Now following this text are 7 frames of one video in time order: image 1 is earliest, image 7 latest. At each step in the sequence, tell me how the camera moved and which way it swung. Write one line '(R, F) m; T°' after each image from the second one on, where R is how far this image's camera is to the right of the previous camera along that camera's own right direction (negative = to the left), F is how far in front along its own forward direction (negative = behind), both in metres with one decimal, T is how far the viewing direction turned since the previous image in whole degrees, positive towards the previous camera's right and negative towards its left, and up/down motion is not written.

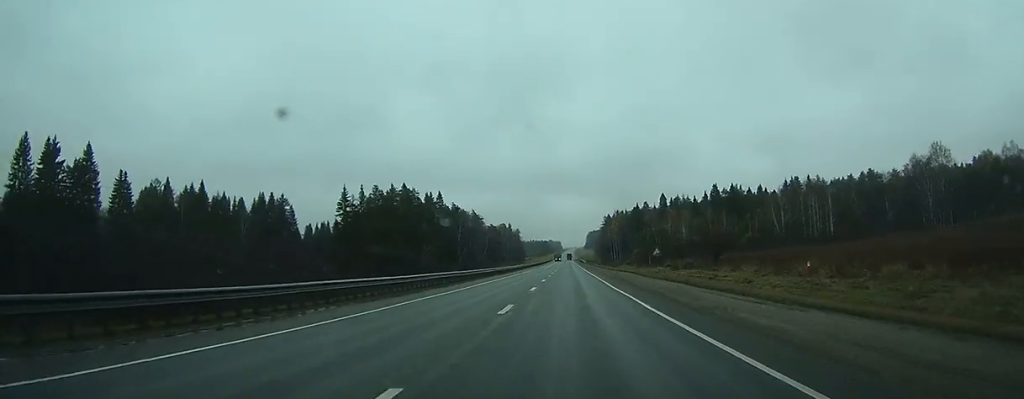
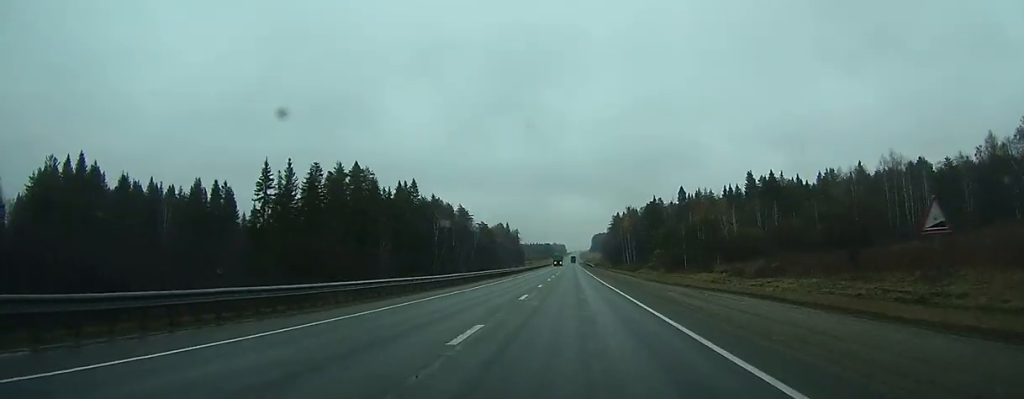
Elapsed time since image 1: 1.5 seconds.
(-0.2, +43.7) m; 0°
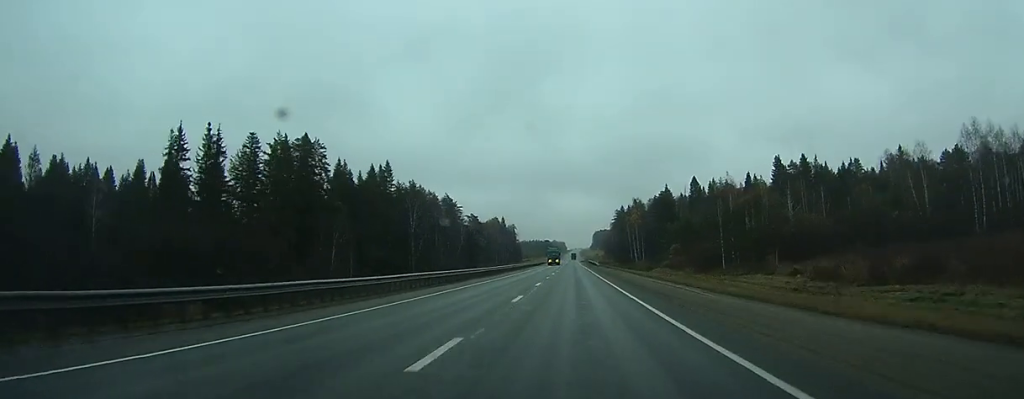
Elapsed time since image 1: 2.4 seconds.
(-0.1, +27.2) m; 0°
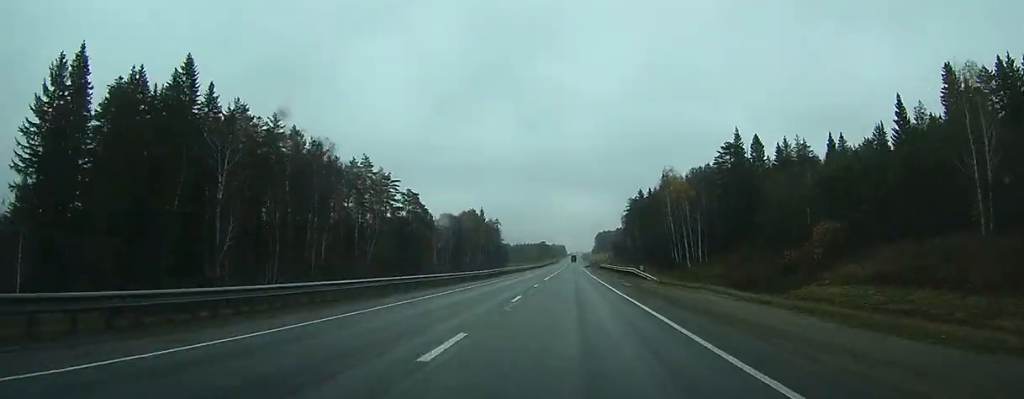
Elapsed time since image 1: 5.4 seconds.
(+0.1, +85.9) m; 0°
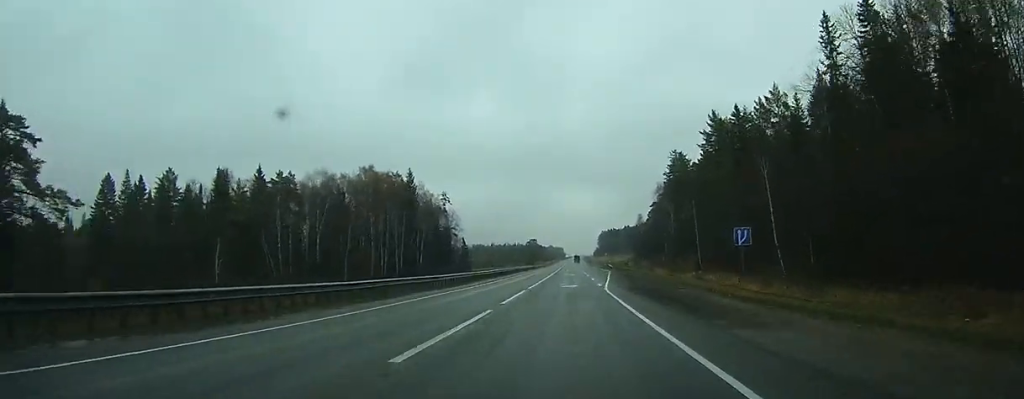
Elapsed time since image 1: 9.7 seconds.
(-0.2, +120.6) m; 0°
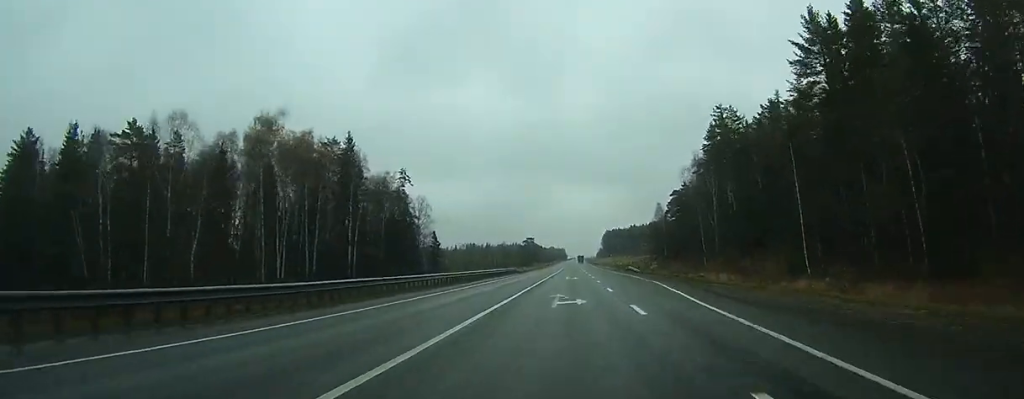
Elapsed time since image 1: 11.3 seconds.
(-0.1, +44.5) m; 0°
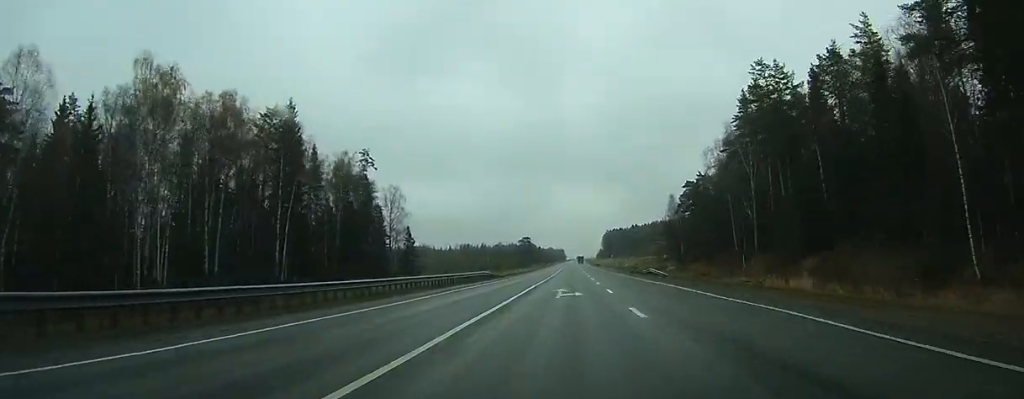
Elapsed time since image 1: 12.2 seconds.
(0.0, +24.2) m; 0°
